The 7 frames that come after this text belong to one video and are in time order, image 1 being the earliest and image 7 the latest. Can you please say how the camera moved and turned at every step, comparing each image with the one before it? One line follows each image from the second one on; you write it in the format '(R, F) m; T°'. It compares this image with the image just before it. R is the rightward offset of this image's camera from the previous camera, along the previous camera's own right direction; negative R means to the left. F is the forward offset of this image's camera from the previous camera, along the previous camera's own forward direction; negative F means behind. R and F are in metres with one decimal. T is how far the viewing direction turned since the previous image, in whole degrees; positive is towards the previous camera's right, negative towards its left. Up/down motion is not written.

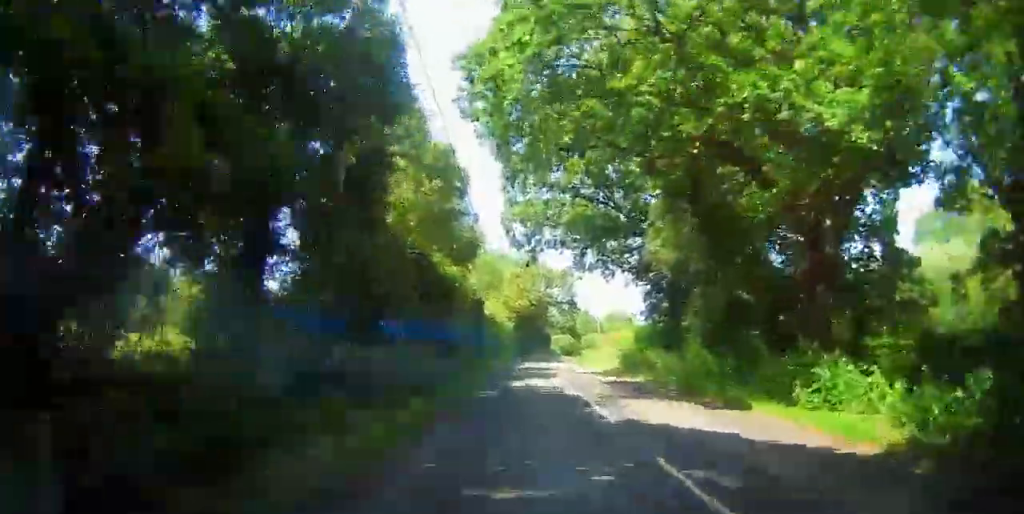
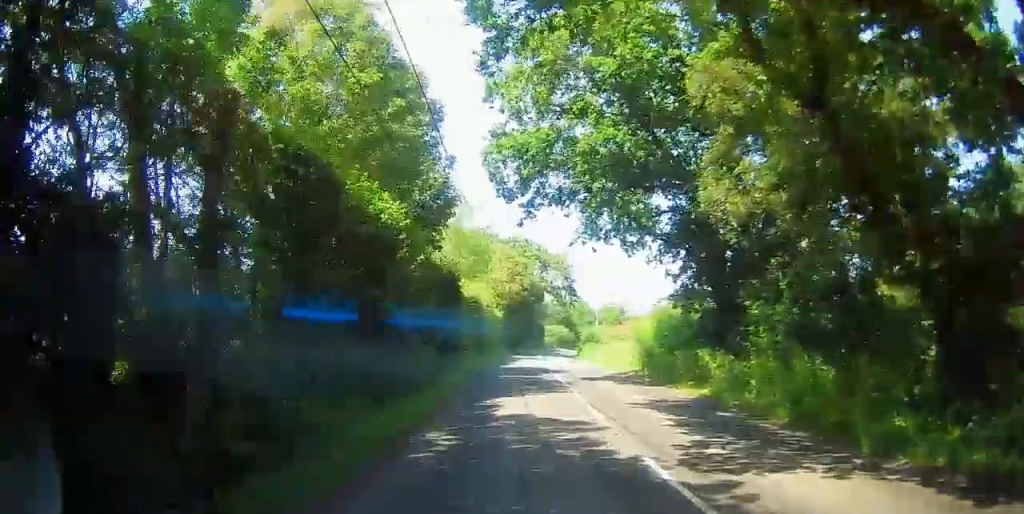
(0.0, +8.8) m; 0°
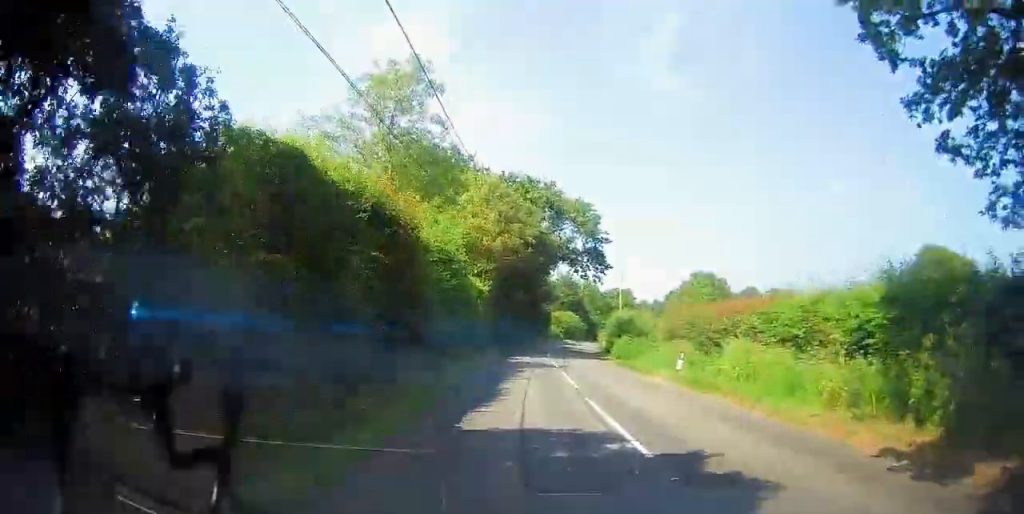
(+0.9, +20.6) m; +8°
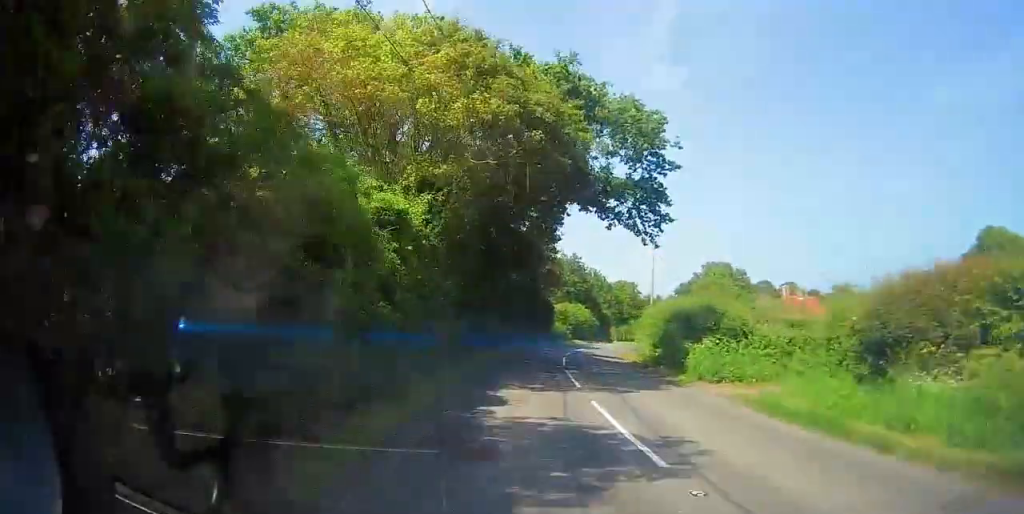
(-1.6, +17.1) m; -12°
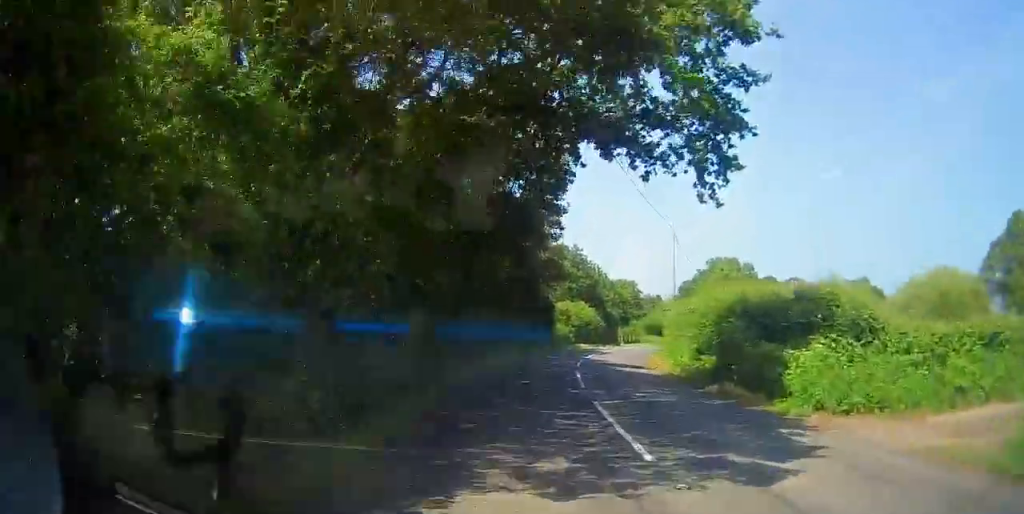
(-0.3, +8.3) m; +1°
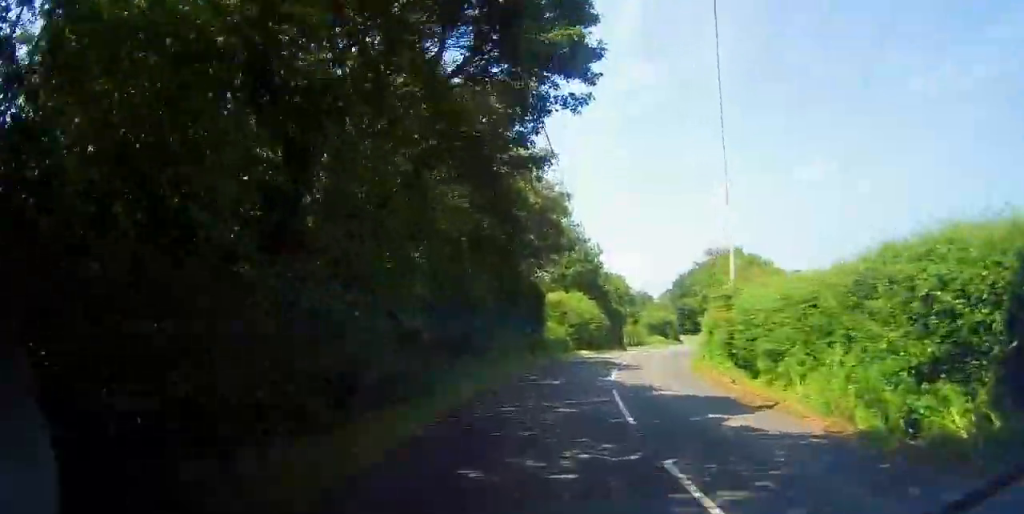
(+1.5, +14.3) m; +8°
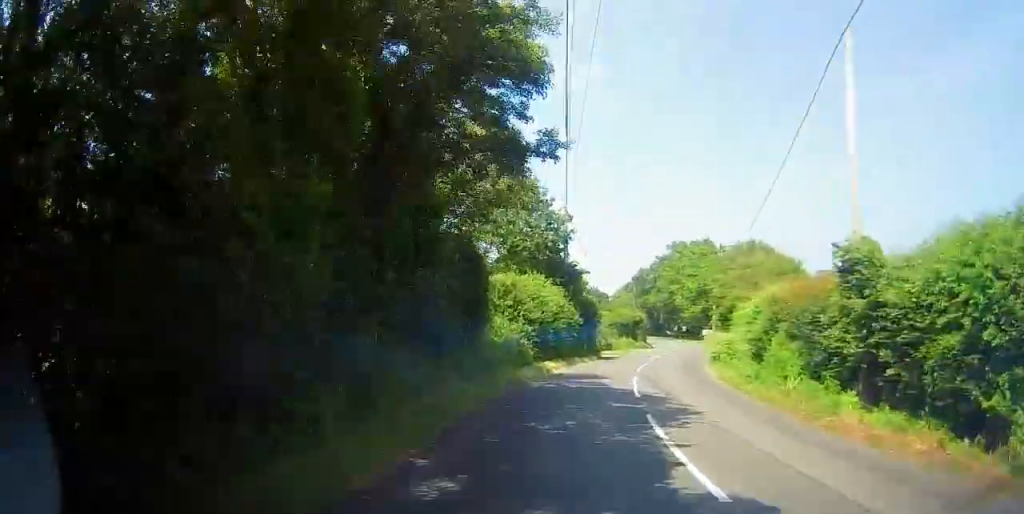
(+0.5, +13.4) m; +7°
